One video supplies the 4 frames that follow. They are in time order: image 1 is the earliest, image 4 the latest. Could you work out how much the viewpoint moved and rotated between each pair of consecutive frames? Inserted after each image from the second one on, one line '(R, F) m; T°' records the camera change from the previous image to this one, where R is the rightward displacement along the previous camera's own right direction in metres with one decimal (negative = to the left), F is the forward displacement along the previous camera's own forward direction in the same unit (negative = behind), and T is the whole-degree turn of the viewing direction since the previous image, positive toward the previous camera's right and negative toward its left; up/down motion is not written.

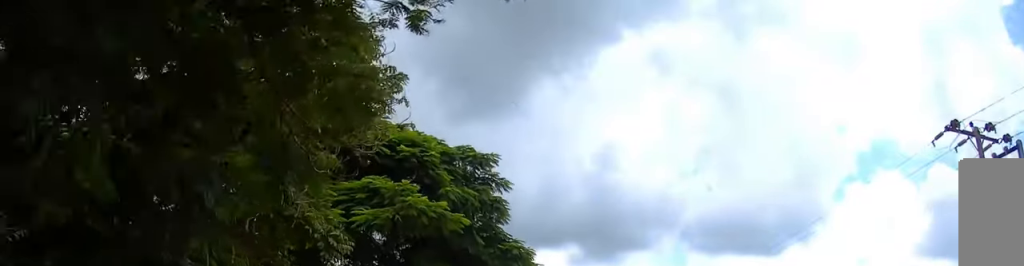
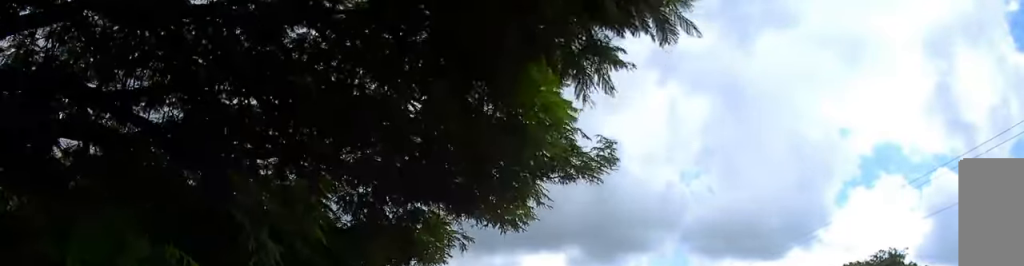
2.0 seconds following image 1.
(0.0, +19.6) m; 0°
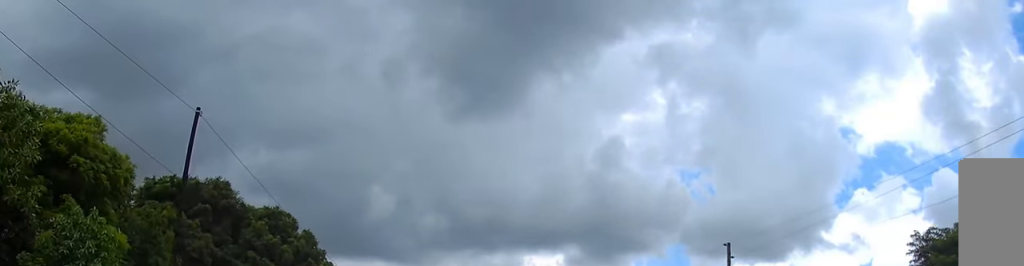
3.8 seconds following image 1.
(+0.2, +15.5) m; 0°
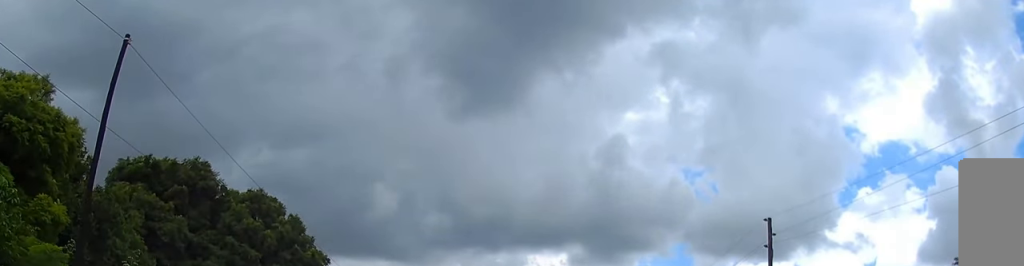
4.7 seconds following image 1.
(-0.1, +6.2) m; -3°
